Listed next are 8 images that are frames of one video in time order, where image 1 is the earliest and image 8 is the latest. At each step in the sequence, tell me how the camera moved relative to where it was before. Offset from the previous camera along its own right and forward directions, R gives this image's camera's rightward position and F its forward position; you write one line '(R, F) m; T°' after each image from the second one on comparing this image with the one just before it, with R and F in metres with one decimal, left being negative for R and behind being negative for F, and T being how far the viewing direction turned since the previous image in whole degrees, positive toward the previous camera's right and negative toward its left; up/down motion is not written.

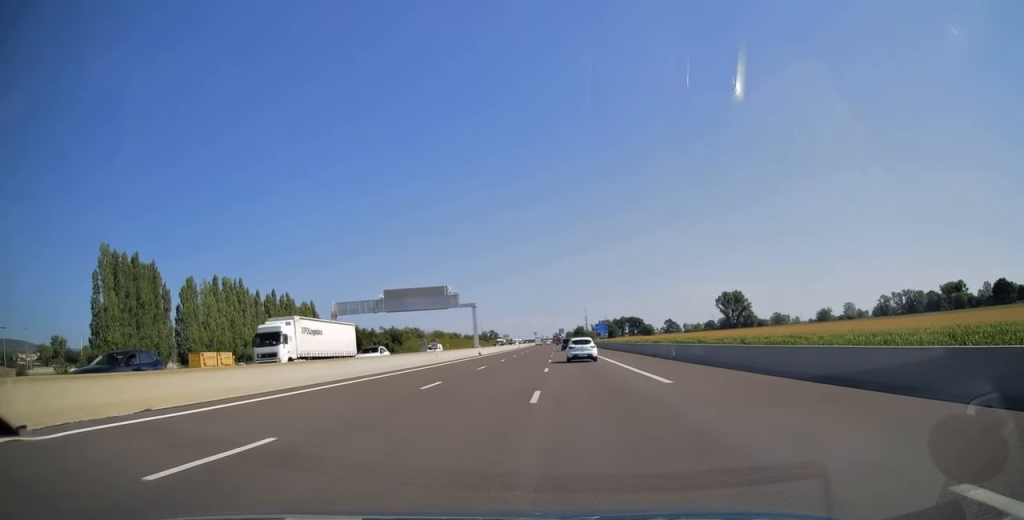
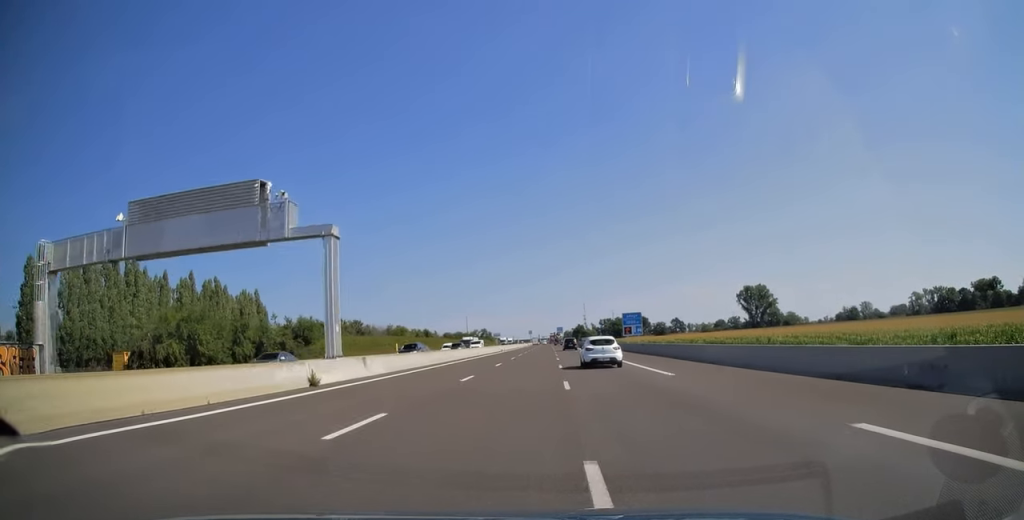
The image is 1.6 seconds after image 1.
(-0.2, +48.5) m; 0°
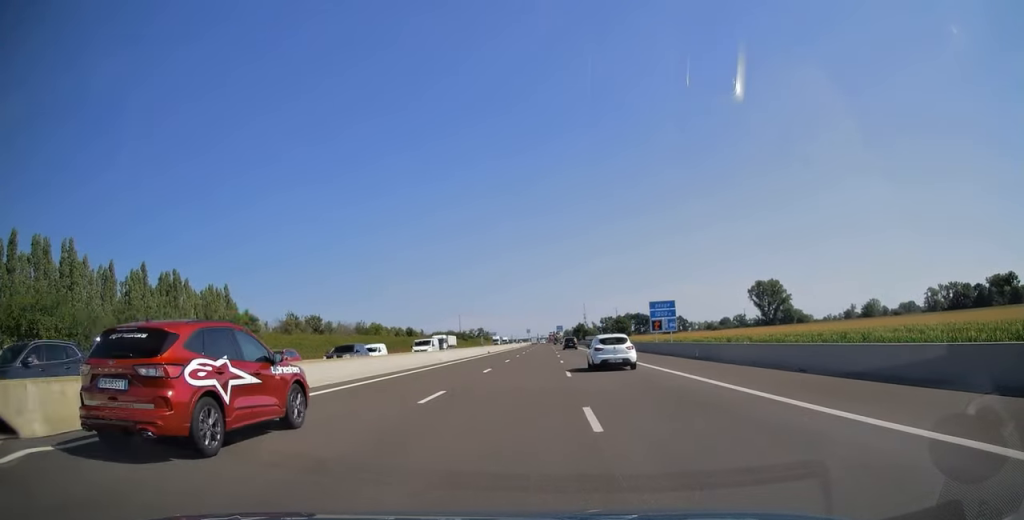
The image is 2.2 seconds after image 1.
(+0.1, +20.7) m; 0°
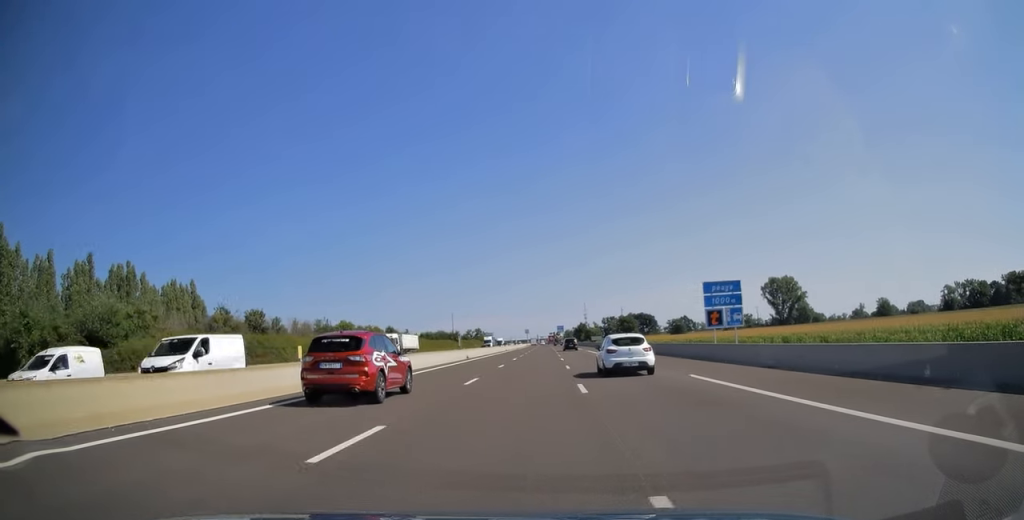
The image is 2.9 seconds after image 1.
(0.0, +19.7) m; 0°
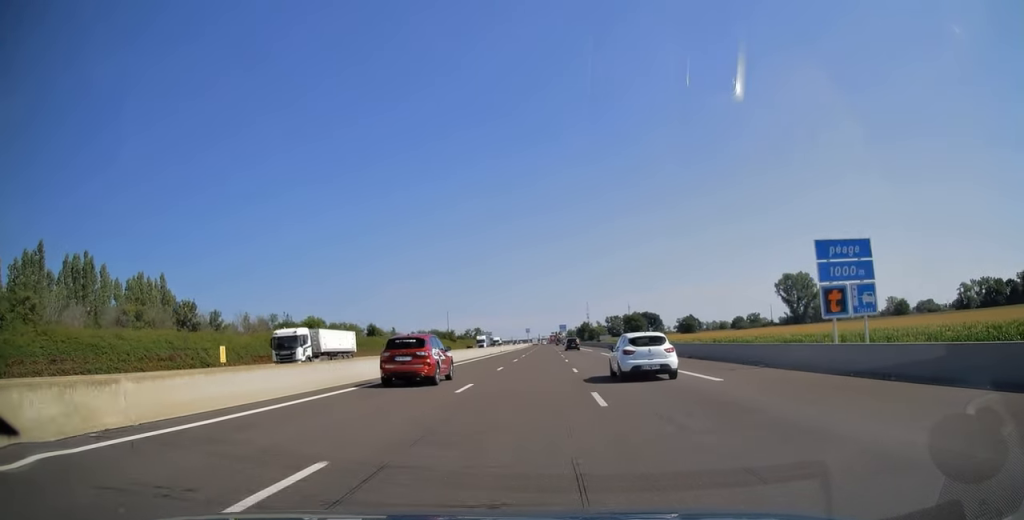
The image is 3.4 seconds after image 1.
(0.0, +16.1) m; 0°
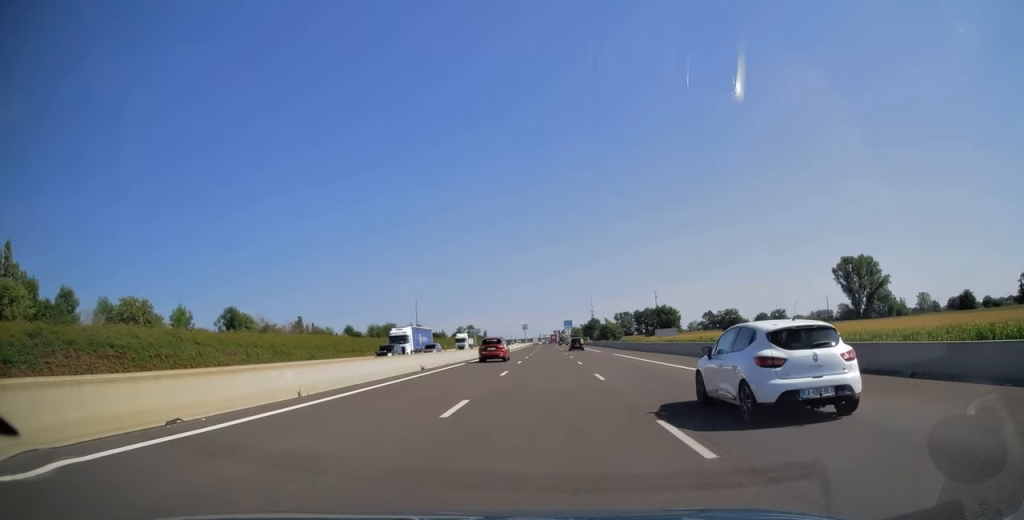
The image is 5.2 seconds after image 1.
(0.0, +57.2) m; 0°
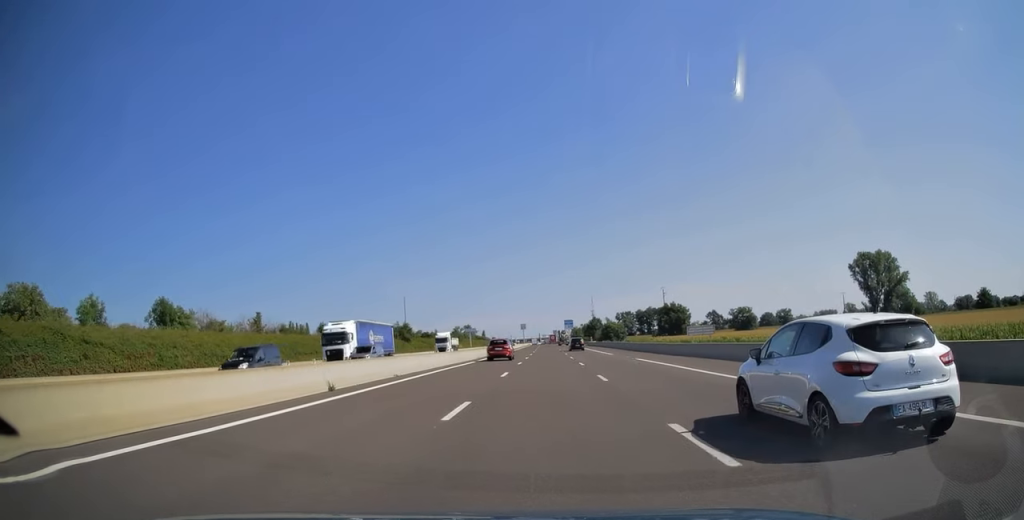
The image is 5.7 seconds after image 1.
(0.0, +13.4) m; 0°
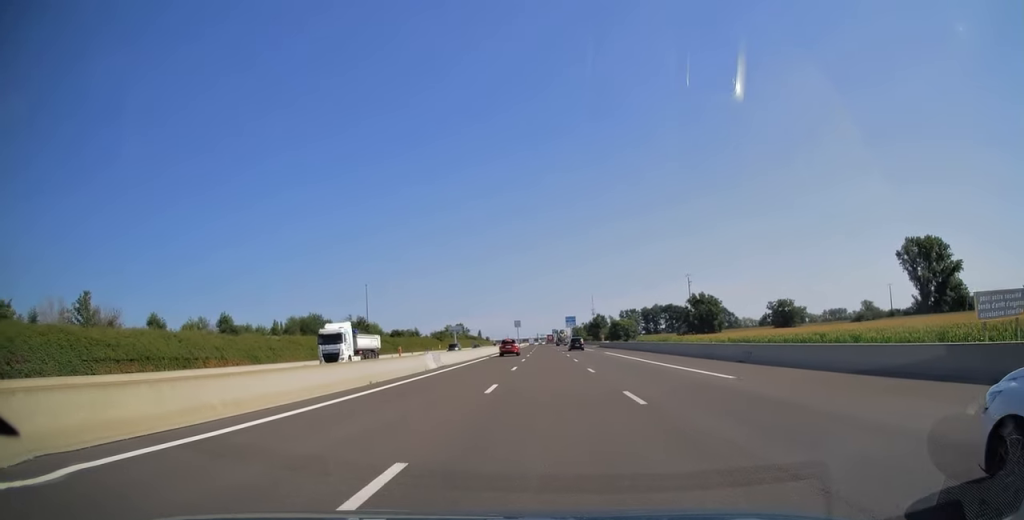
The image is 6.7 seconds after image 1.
(0.0, +32.4) m; 0°
